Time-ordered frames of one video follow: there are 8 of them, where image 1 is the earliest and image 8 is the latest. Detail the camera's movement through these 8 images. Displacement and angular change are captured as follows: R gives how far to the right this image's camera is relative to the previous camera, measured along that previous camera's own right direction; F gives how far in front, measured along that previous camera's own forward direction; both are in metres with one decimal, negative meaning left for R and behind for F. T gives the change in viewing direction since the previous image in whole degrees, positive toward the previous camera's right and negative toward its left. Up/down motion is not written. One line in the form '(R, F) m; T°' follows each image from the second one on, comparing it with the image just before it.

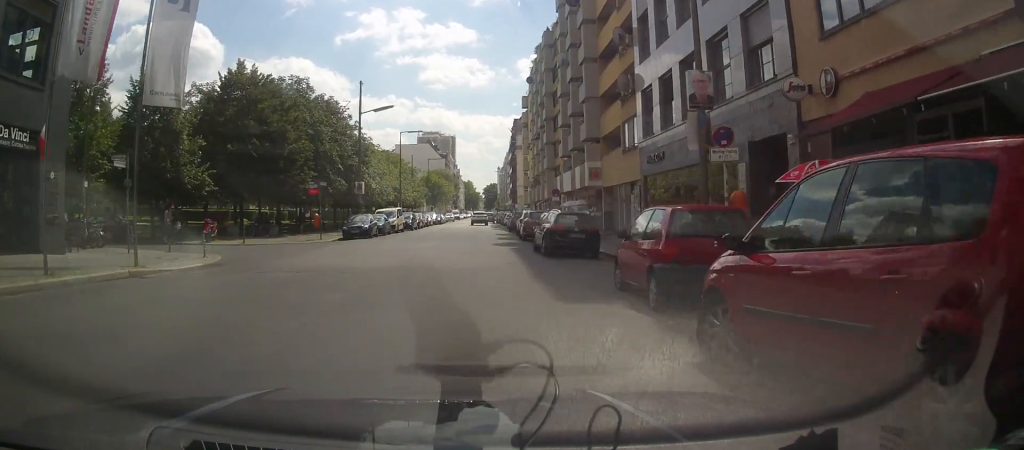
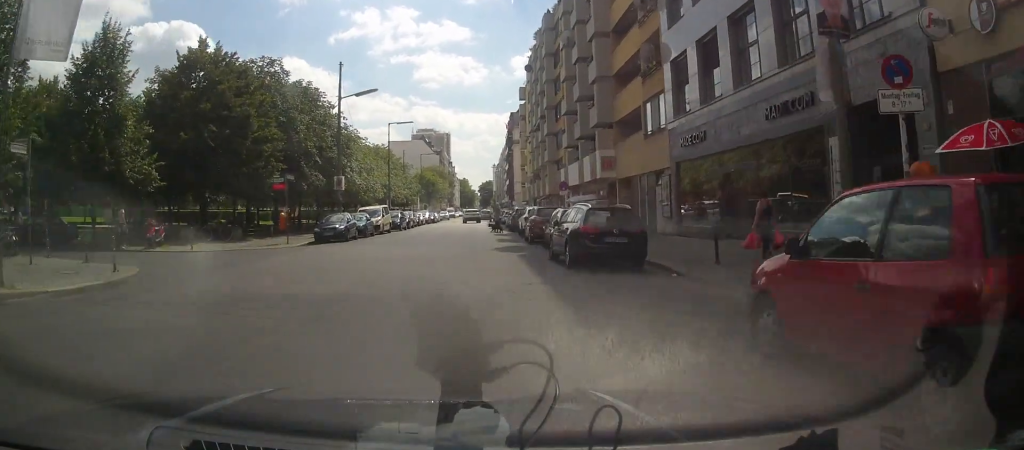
(-0.1, +5.8) m; -1°
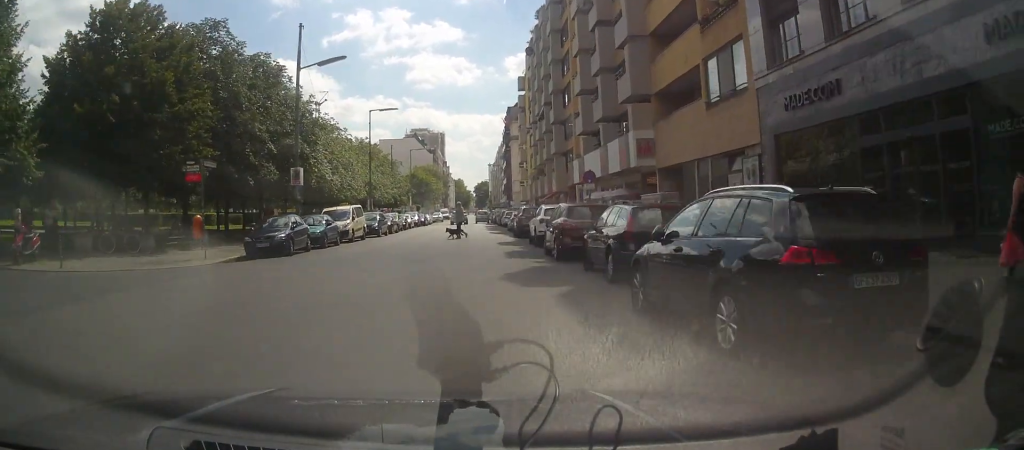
(-0.1, +9.4) m; -3°
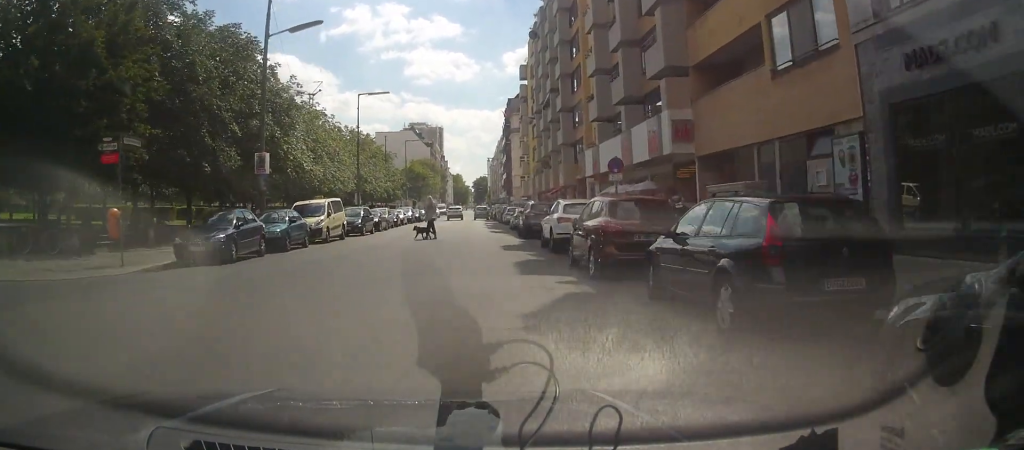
(-0.2, +5.5) m; -1°
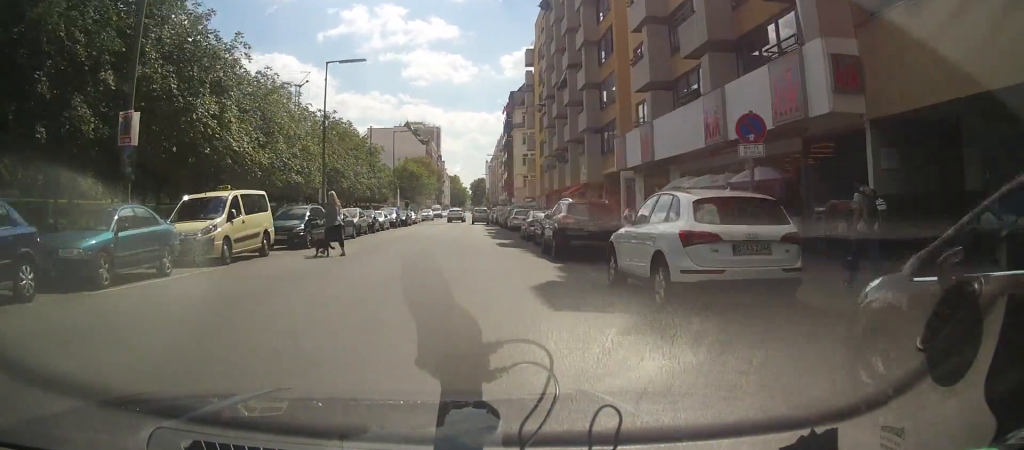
(+0.3, +11.3) m; +5°
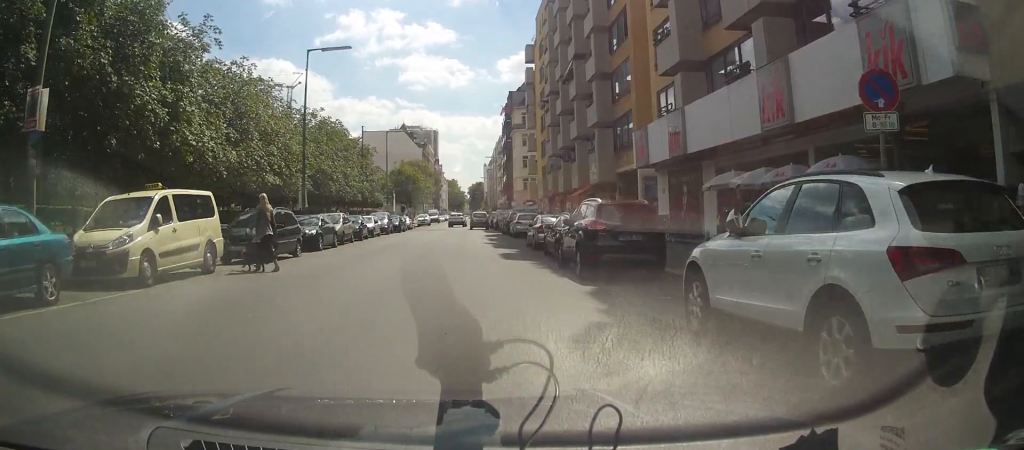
(0.0, +4.0) m; -1°
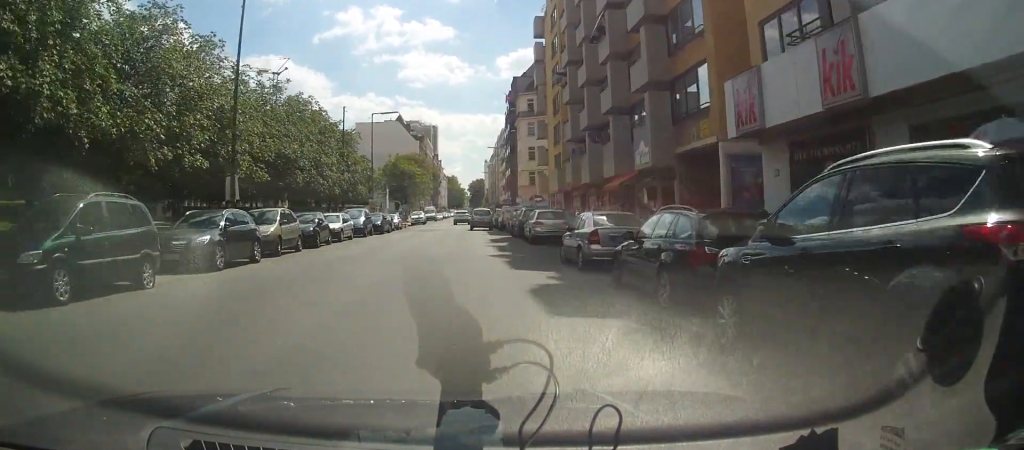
(-0.2, +10.0) m; -2°
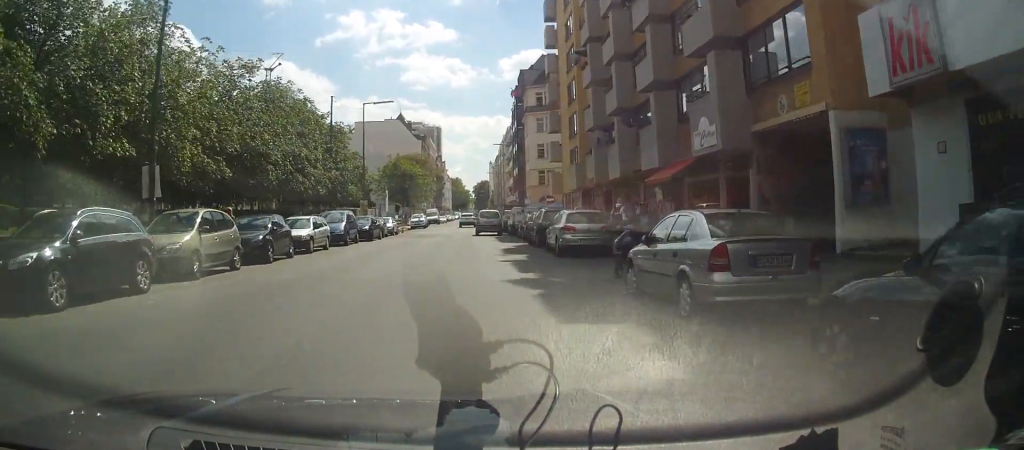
(0.0, +6.6) m; 0°
